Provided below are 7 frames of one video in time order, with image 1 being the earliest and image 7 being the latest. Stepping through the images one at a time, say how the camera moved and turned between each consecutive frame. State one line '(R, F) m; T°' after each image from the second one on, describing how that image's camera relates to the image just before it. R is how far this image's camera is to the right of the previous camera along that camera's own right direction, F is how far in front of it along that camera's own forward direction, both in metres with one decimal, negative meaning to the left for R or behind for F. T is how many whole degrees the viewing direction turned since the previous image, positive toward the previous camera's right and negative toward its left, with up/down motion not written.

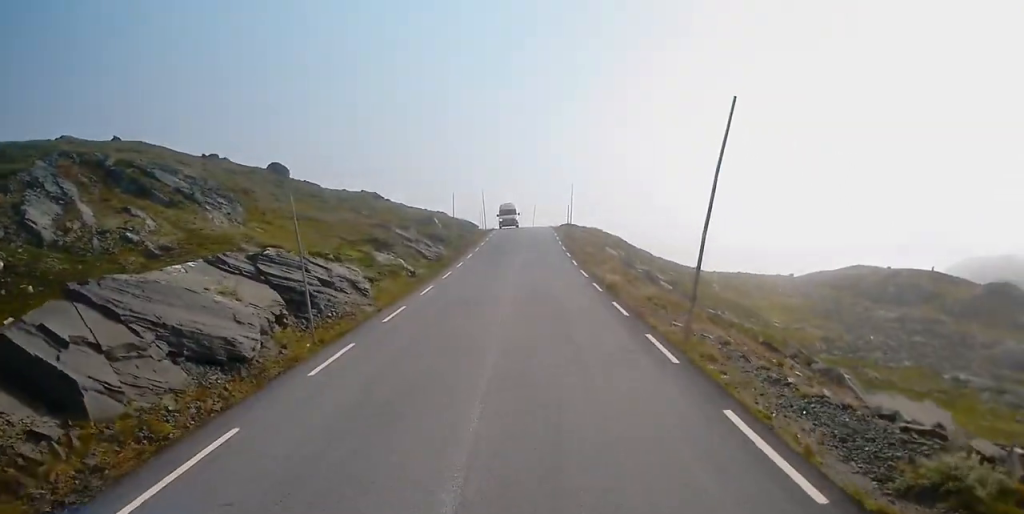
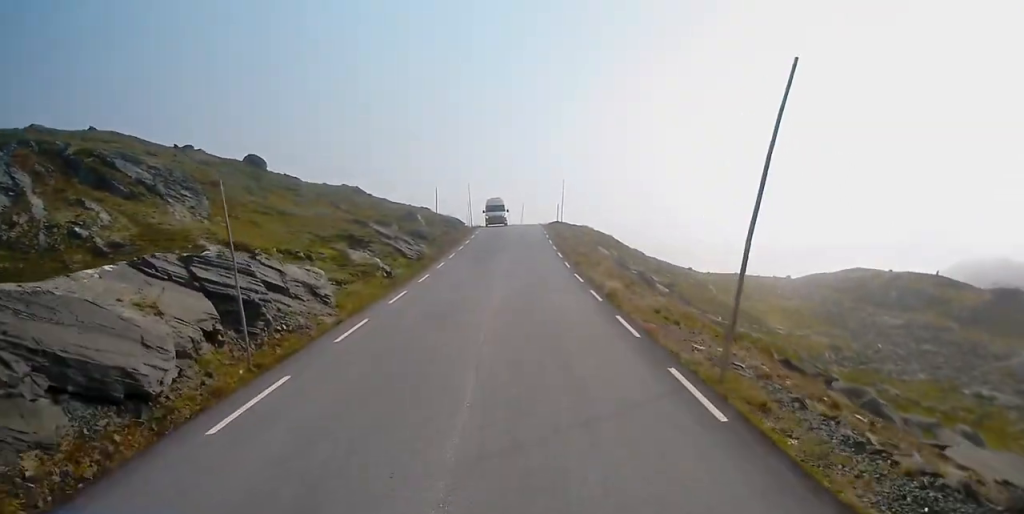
(-0.3, +3.5) m; 0°
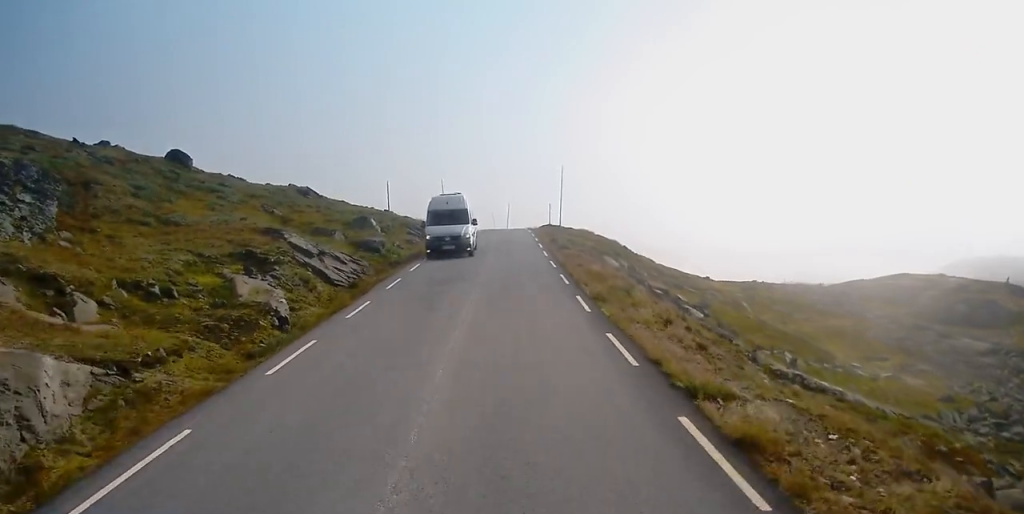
(+0.9, +15.2) m; +1°
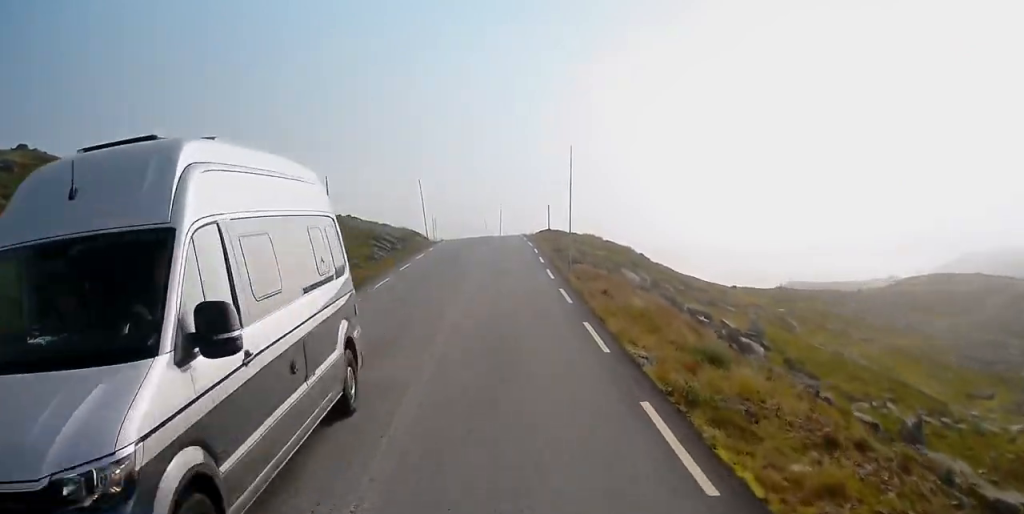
(+0.2, +11.9) m; 0°
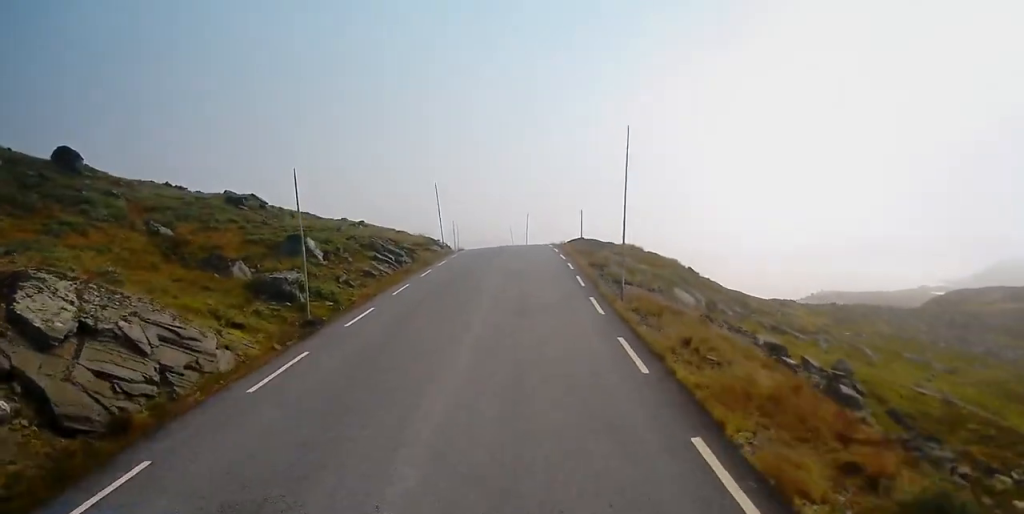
(-0.4, +7.7) m; -2°
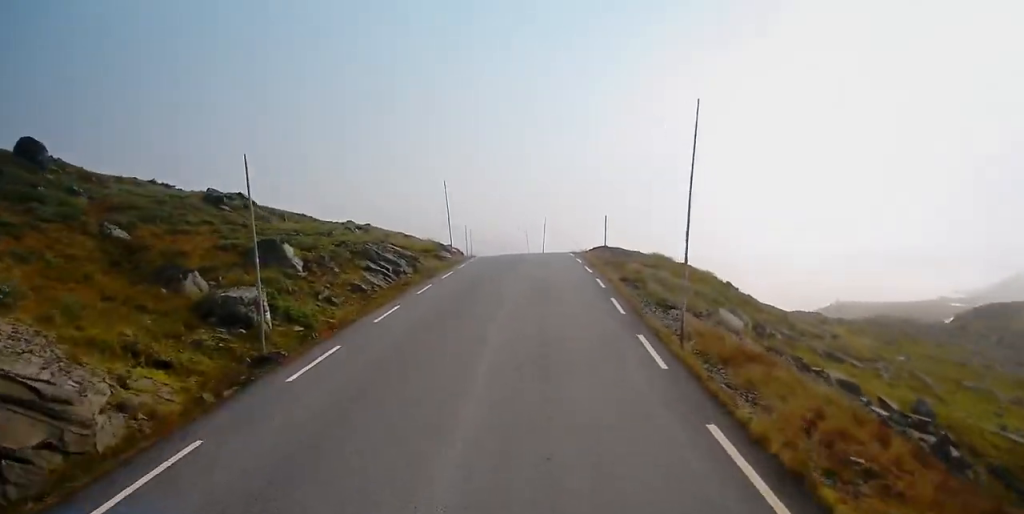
(-0.1, +5.5) m; +3°
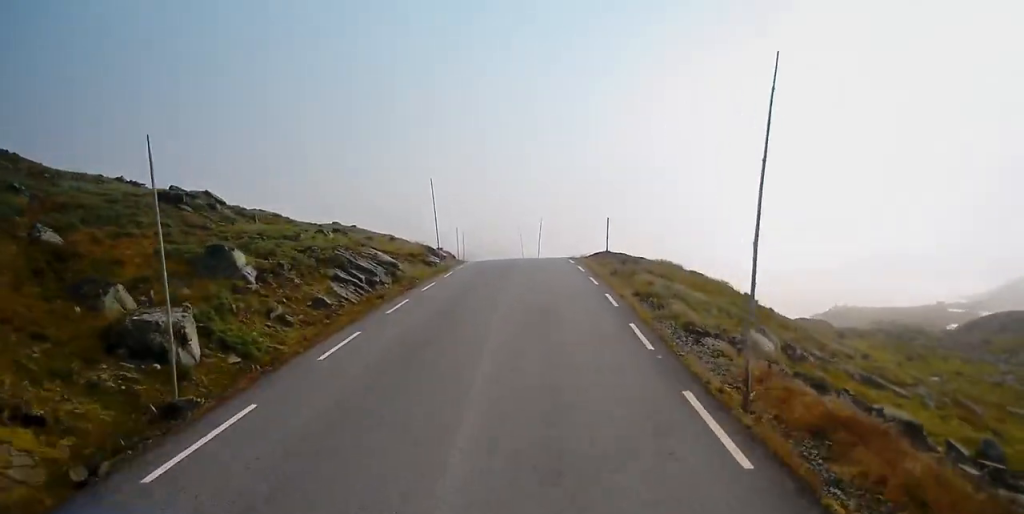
(+0.2, +4.5) m; +1°
